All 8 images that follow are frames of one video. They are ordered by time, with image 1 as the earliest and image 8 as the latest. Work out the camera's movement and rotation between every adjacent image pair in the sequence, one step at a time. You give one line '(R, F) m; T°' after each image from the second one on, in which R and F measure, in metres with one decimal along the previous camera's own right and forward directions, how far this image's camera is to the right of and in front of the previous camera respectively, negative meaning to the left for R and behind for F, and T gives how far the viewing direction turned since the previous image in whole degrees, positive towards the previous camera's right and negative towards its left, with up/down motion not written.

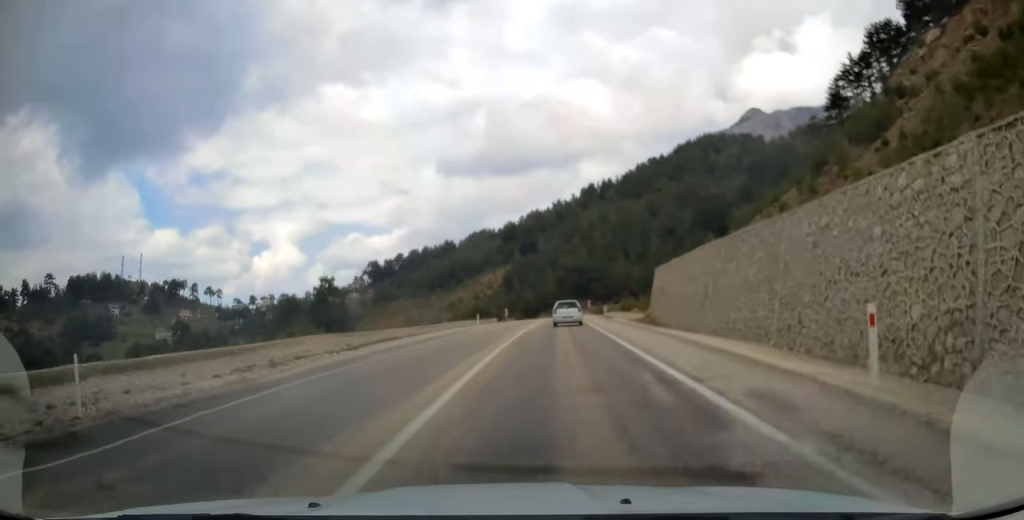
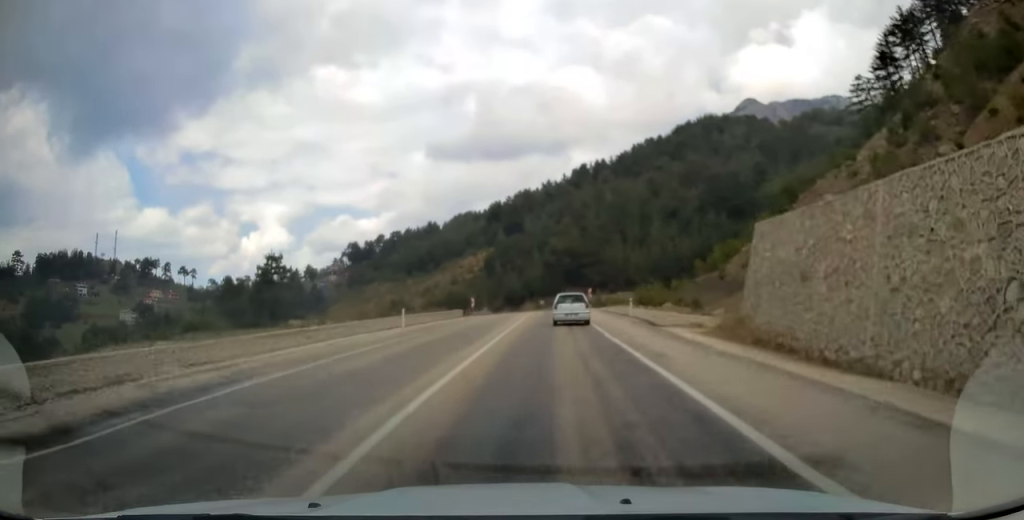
(+0.3, +26.7) m; +1°
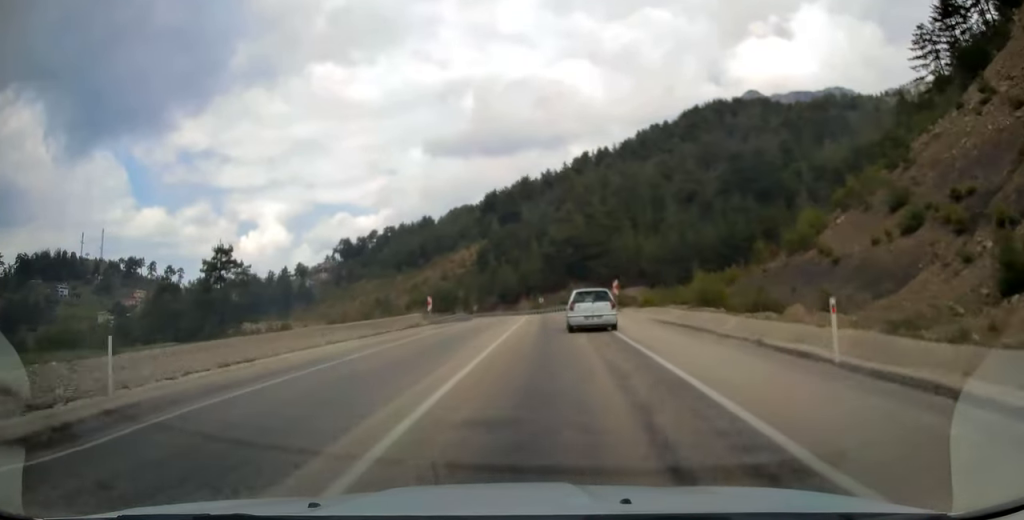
(-0.1, +23.8) m; -1°
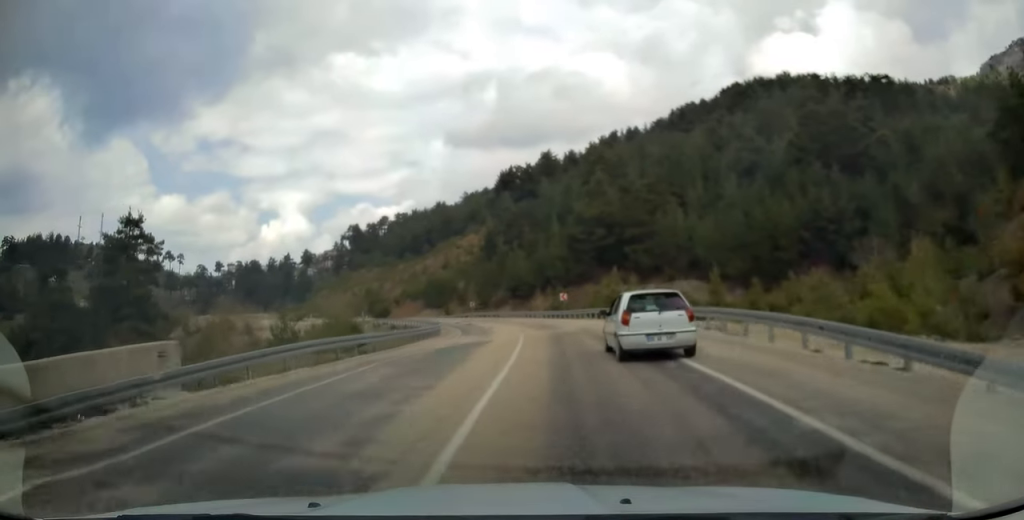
(-0.9, +35.8) m; -4°
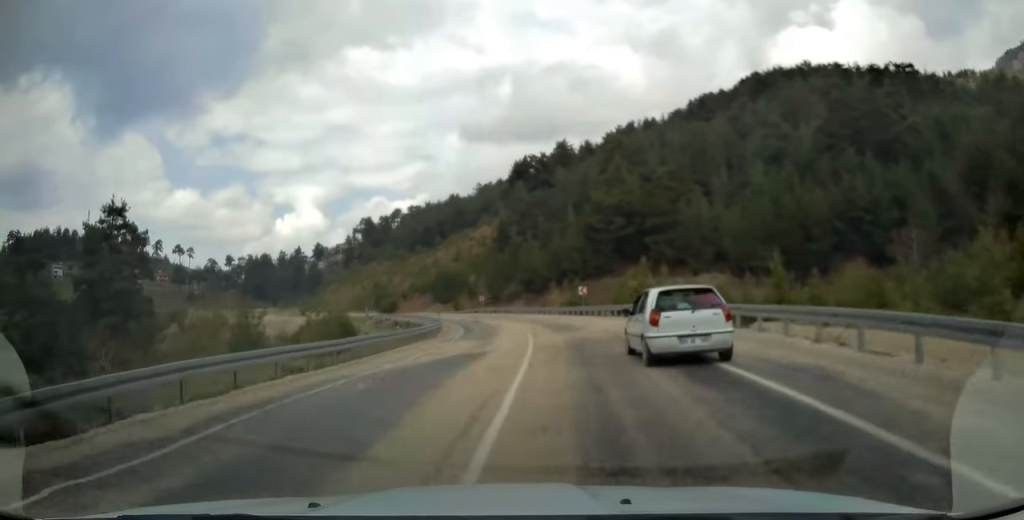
(0.0, +7.6) m; -1°
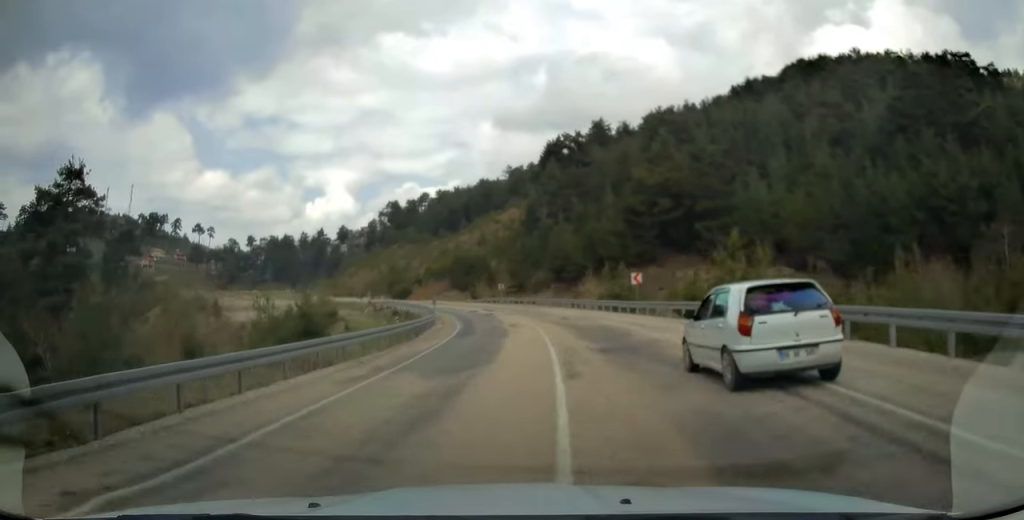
(-0.4, +15.0) m; -3°
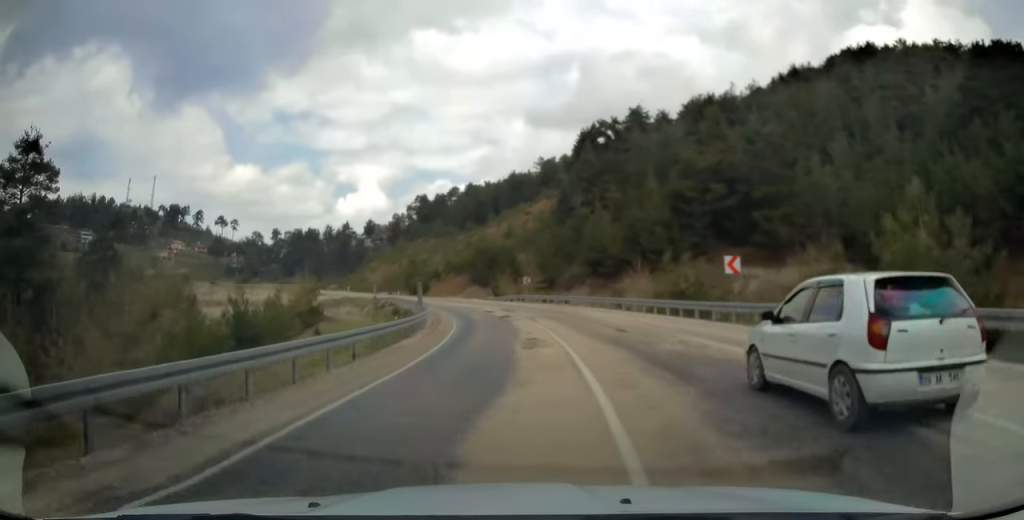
(-0.3, +12.8) m; -3°
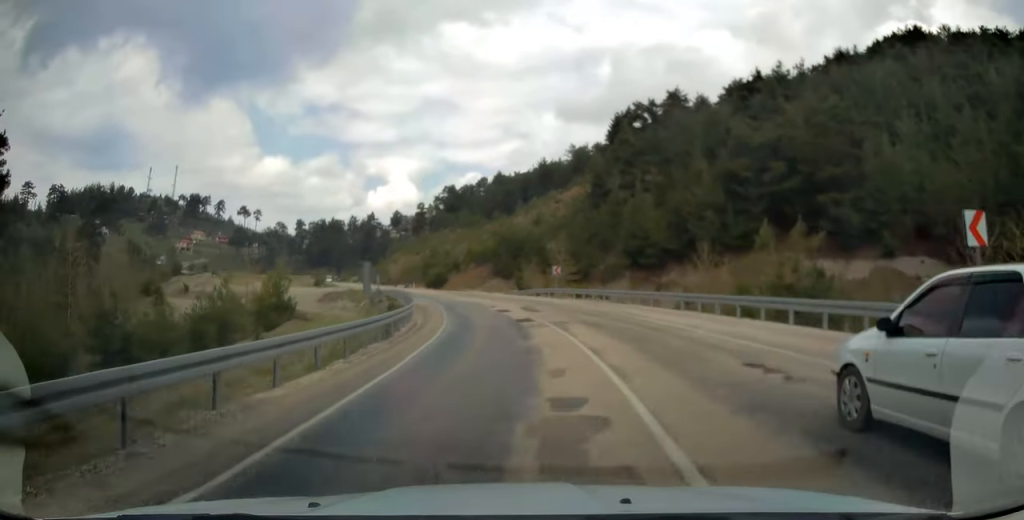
(-0.1, +11.8) m; -3°
